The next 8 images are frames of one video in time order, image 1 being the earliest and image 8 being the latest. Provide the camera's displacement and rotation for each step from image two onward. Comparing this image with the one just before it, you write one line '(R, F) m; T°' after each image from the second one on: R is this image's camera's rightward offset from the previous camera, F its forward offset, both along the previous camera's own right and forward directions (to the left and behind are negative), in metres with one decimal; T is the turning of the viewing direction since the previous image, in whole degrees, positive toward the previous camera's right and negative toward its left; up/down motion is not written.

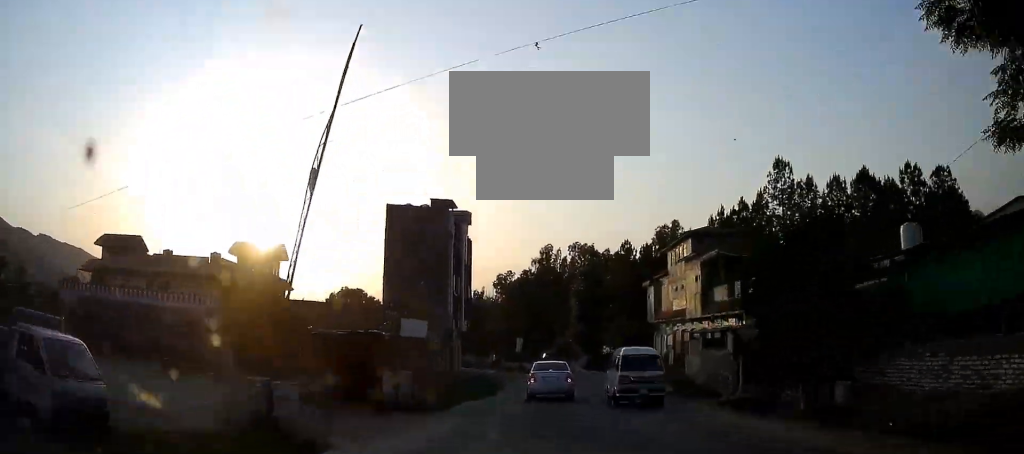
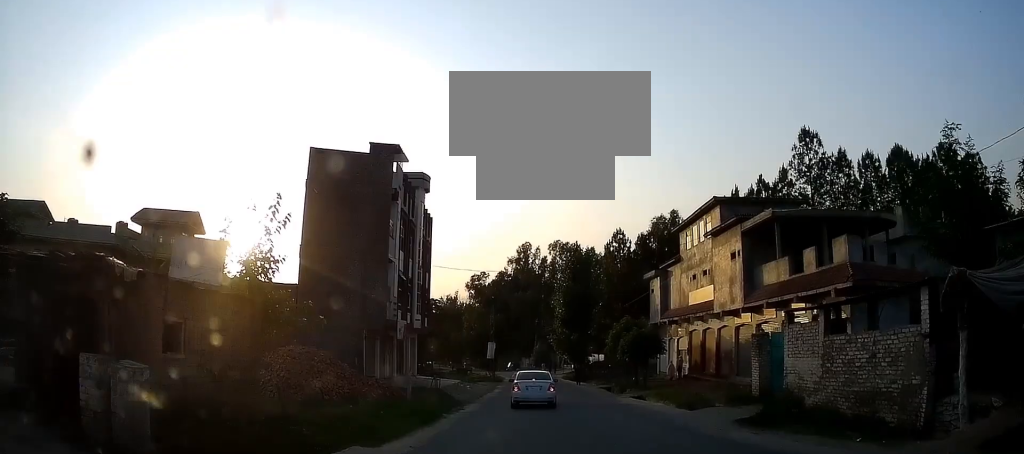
(-0.9, +12.5) m; -2°
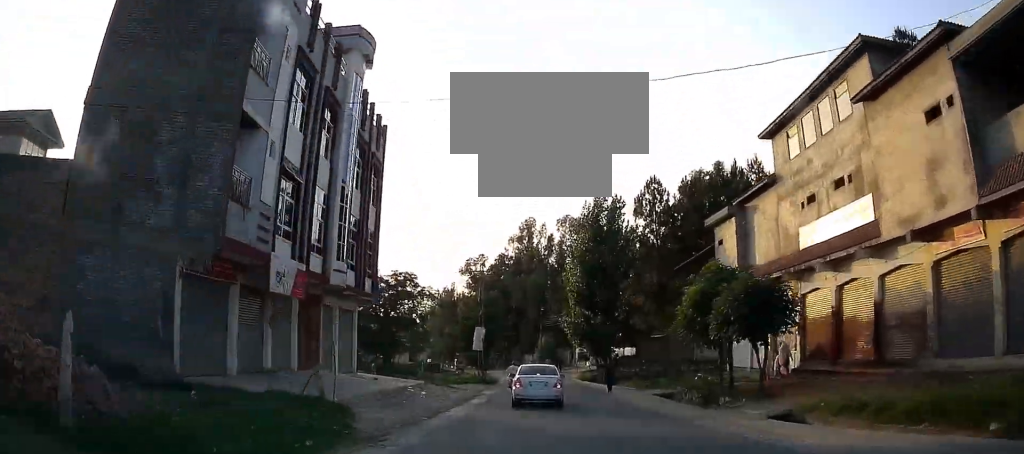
(+0.3, +17.8) m; +2°
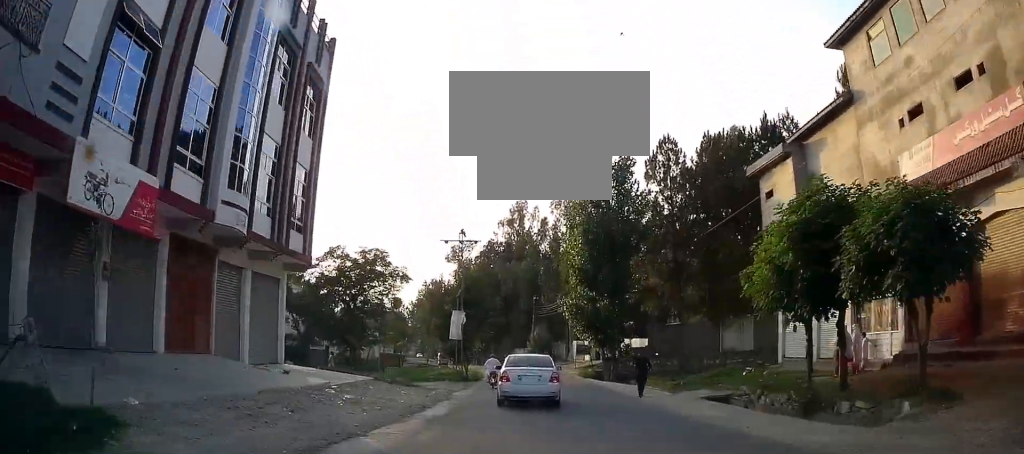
(0.0, +8.3) m; 0°
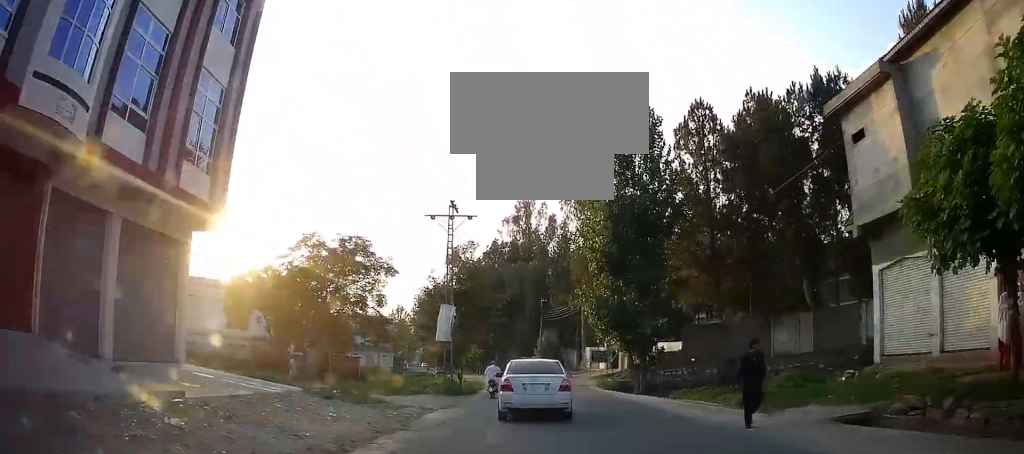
(0.0, +8.0) m; 0°
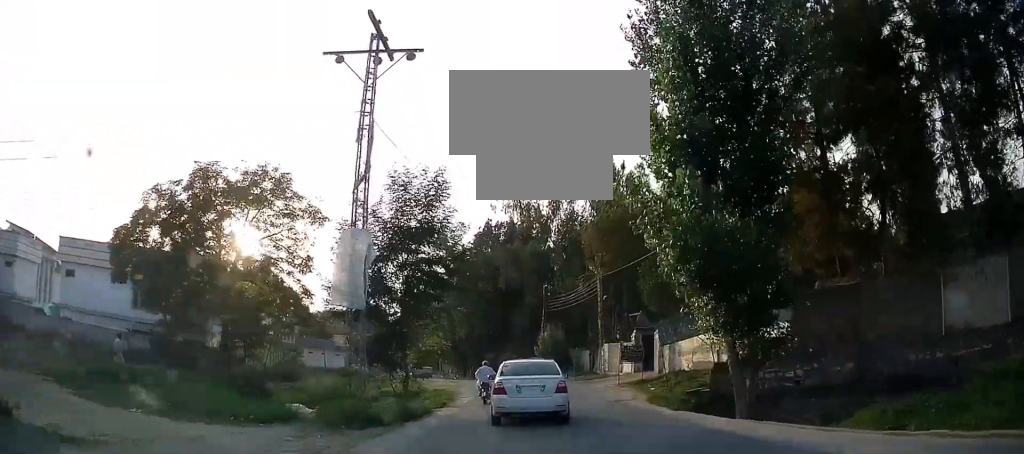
(-0.3, +16.2) m; -1°
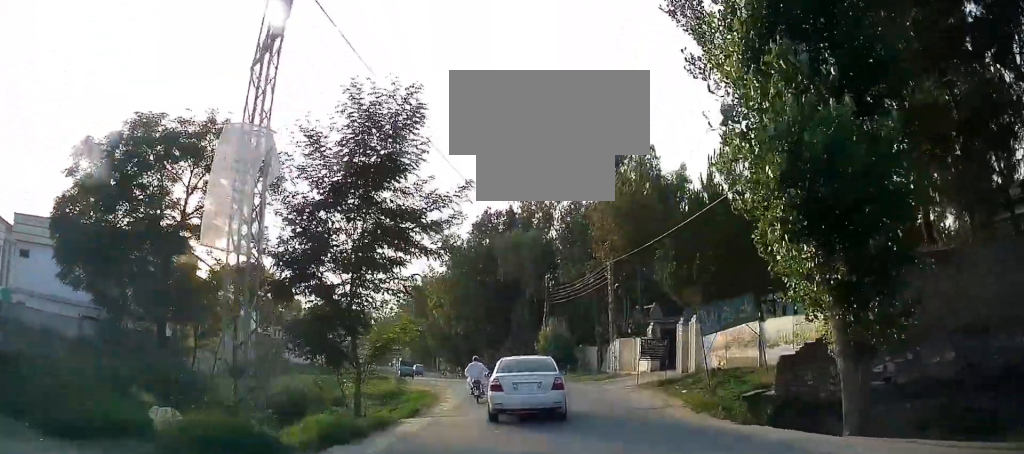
(-0.2, +5.6) m; 0°
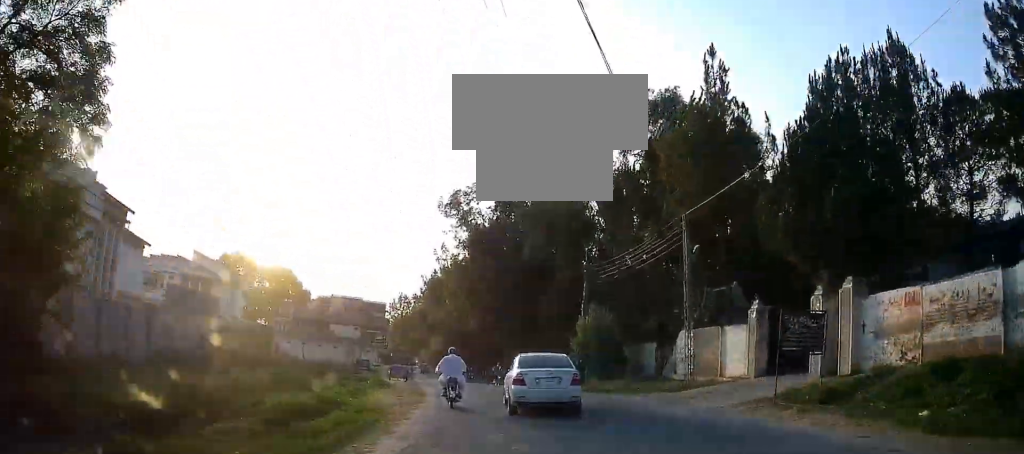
(+0.3, +12.2) m; -2°
